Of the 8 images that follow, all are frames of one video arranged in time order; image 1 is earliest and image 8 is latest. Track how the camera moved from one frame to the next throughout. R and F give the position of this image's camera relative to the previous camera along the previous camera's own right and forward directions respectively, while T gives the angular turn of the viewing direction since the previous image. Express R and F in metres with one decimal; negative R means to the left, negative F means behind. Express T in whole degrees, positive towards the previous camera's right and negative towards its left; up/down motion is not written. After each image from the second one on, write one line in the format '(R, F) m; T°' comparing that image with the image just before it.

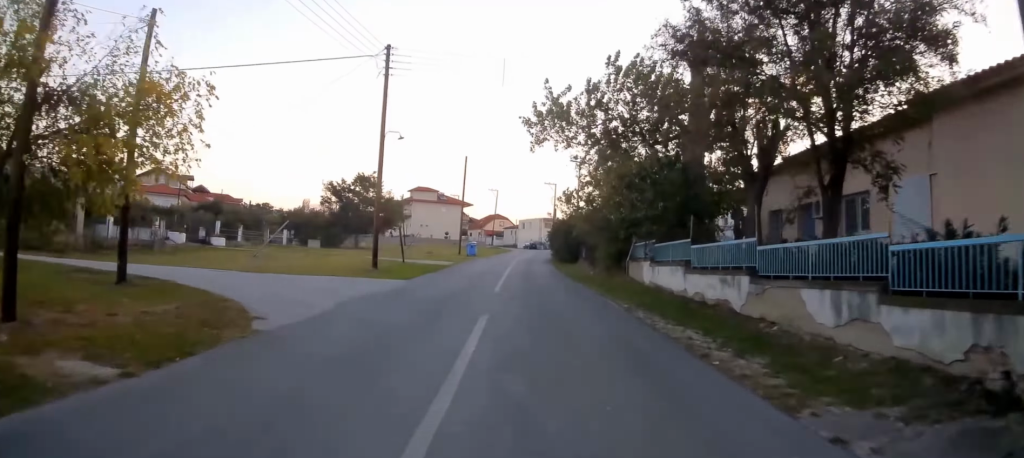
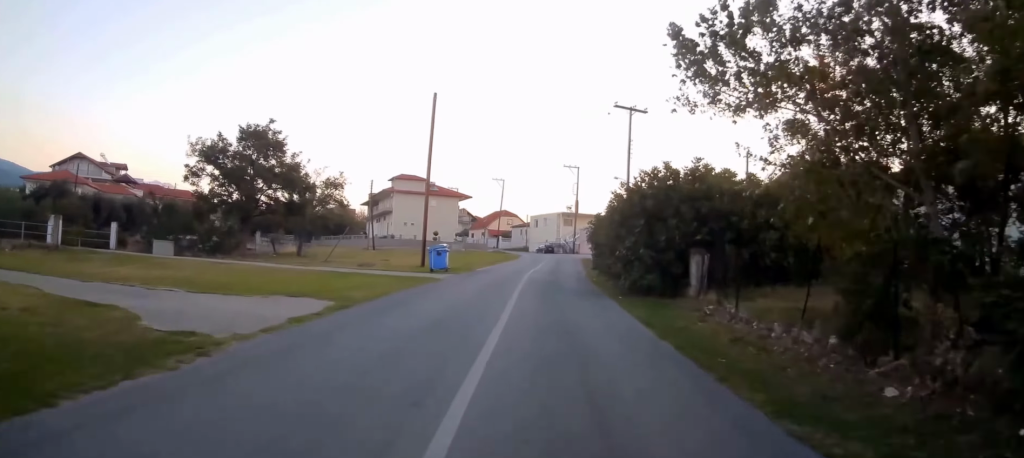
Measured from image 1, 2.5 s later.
(-0.9, +30.0) m; 0°
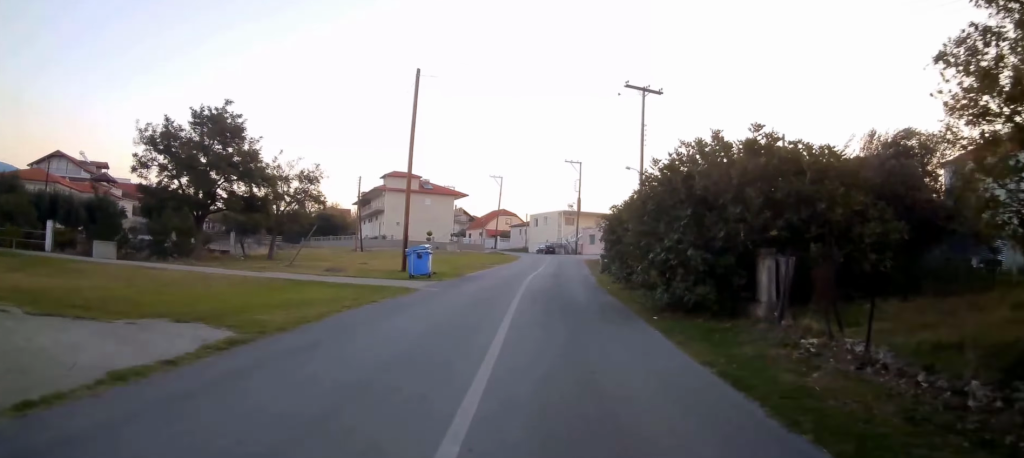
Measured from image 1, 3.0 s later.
(+0.2, +5.6) m; 0°
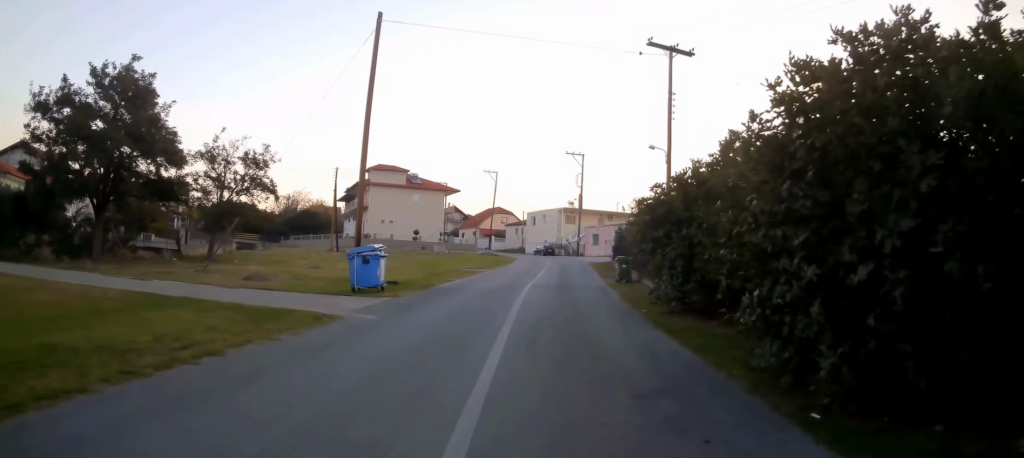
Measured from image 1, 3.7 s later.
(0.0, +8.4) m; +1°
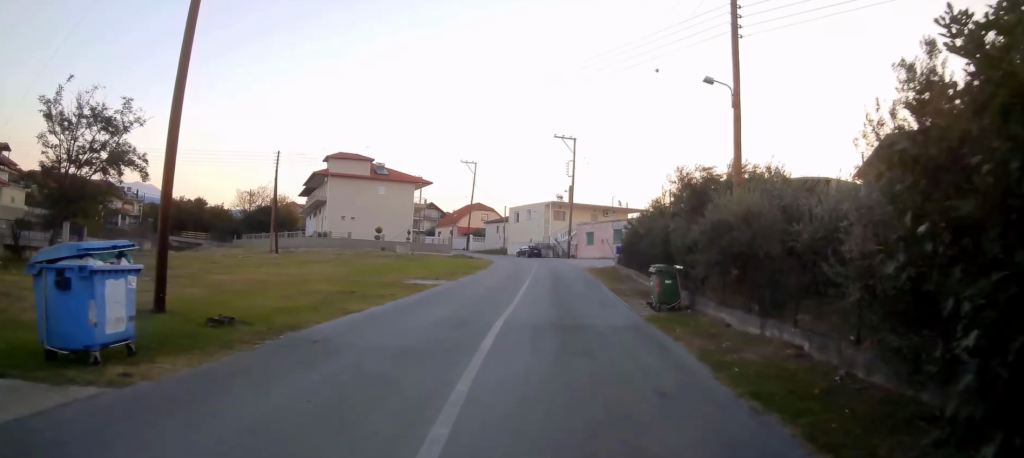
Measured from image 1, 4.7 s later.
(+0.3, +12.3) m; +2°
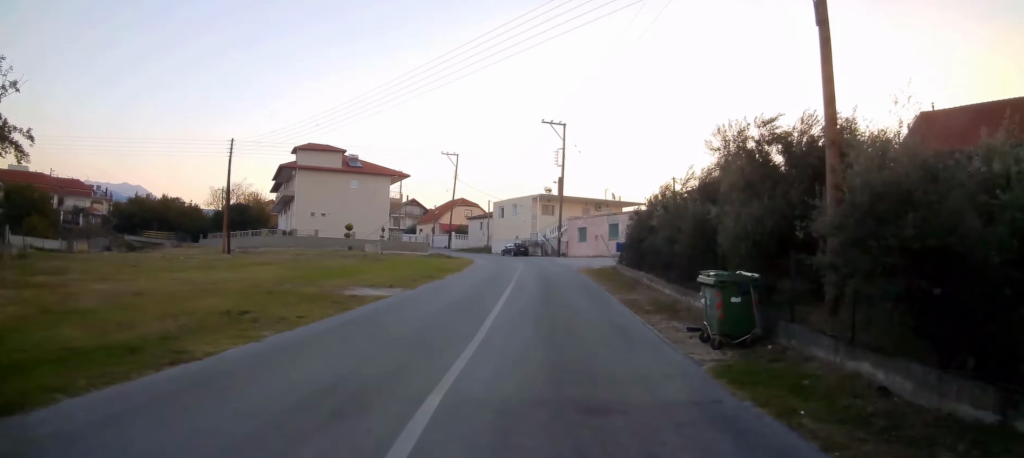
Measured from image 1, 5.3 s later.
(+0.4, +6.7) m; +1°
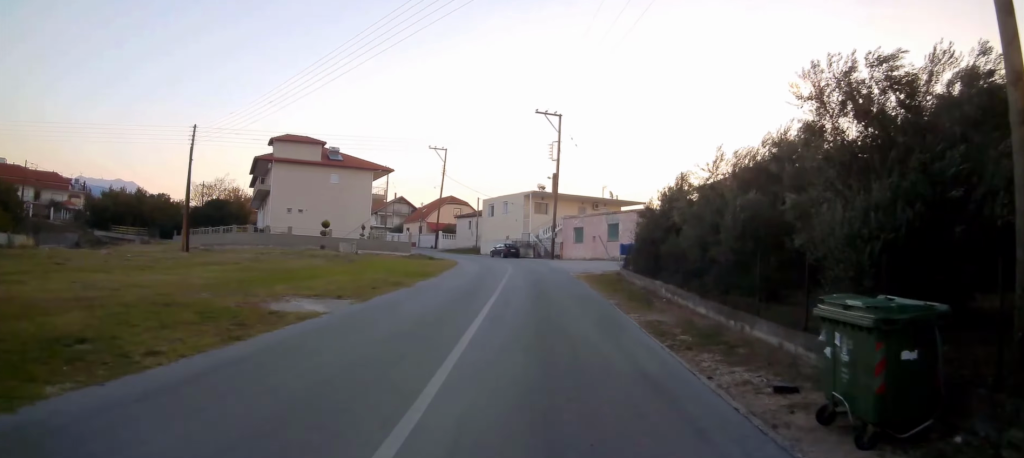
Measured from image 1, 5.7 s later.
(-0.3, +4.9) m; 0°
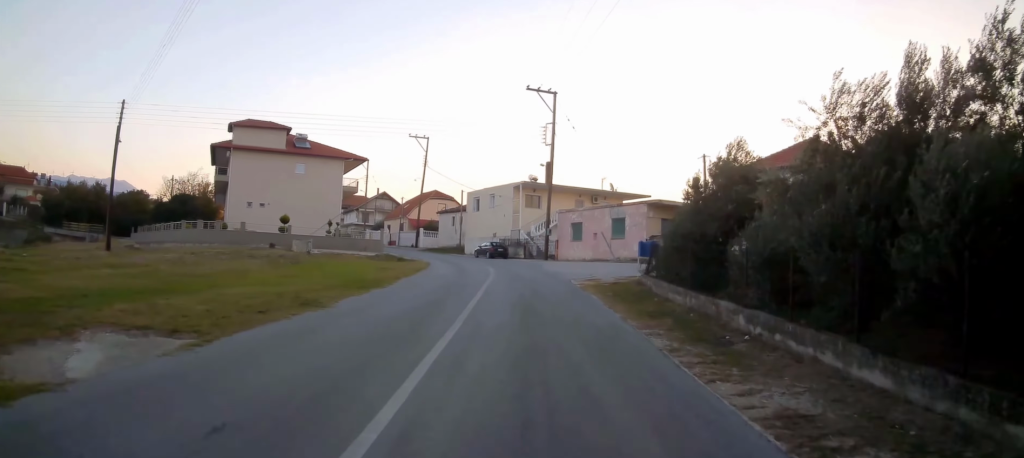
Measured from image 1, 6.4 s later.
(-0.2, +7.9) m; -1°
